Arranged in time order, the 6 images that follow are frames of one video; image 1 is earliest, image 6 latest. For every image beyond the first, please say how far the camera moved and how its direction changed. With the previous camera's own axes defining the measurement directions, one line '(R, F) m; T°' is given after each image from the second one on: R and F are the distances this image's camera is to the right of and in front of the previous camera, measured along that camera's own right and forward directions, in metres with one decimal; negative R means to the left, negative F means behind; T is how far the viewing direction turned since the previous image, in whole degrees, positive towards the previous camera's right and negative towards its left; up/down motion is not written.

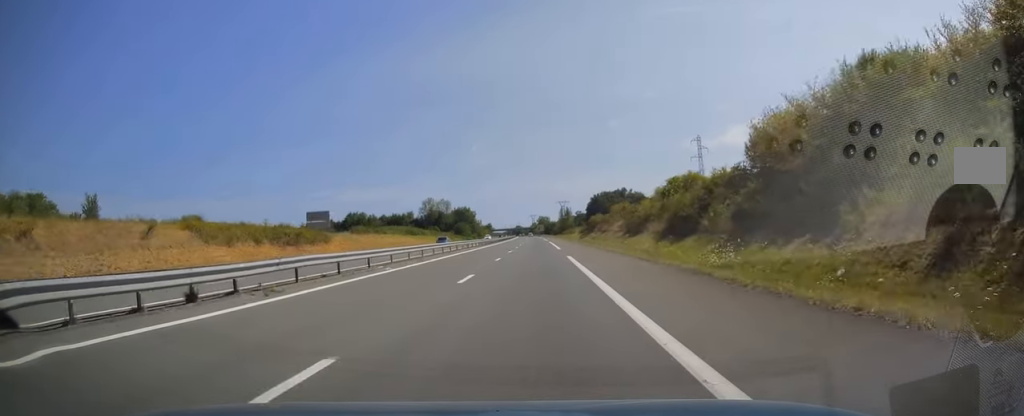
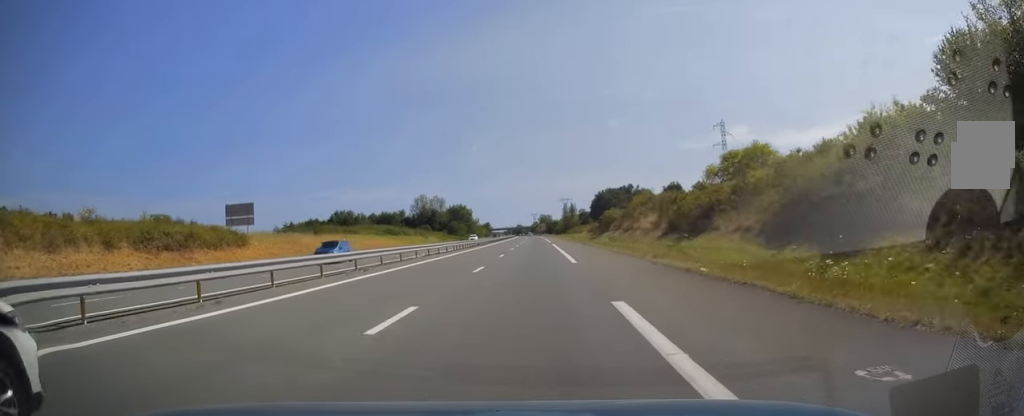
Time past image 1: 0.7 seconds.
(0.0, +20.0) m; 0°
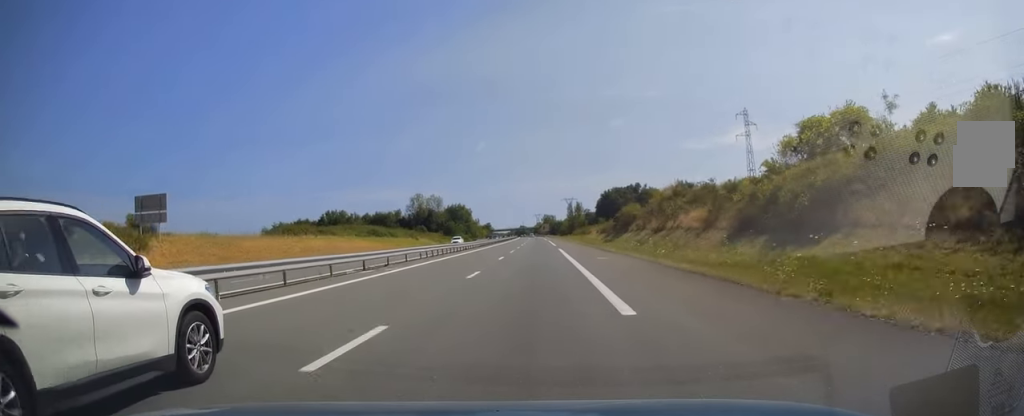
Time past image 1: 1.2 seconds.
(0.0, +14.1) m; 0°
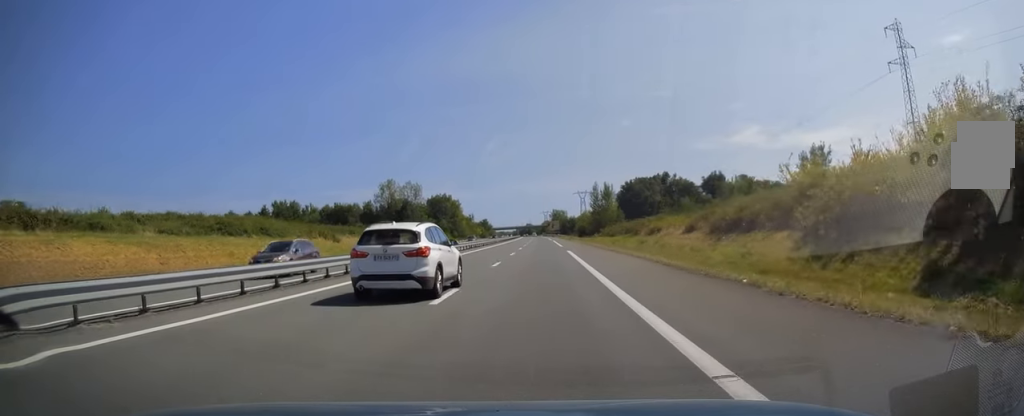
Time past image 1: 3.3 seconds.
(-0.6, +57.0) m; -1°
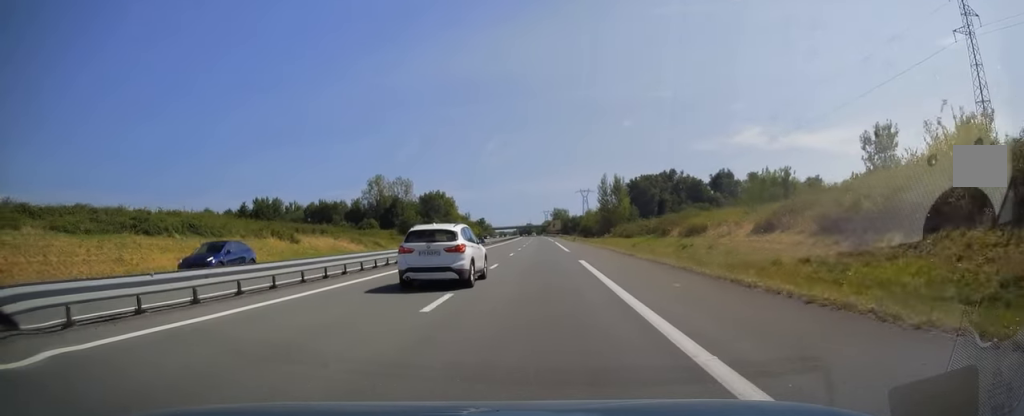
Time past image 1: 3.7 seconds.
(0.0, +14.1) m; 0°
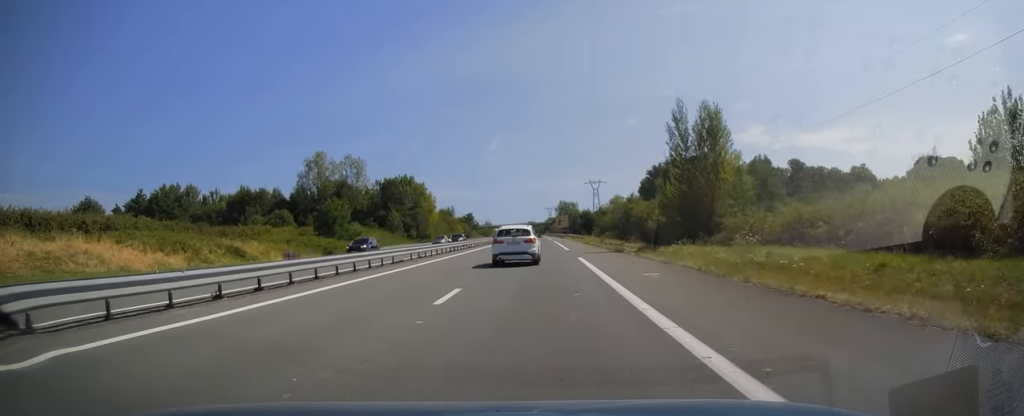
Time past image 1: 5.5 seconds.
(+0.2, +52.1) m; 0°
